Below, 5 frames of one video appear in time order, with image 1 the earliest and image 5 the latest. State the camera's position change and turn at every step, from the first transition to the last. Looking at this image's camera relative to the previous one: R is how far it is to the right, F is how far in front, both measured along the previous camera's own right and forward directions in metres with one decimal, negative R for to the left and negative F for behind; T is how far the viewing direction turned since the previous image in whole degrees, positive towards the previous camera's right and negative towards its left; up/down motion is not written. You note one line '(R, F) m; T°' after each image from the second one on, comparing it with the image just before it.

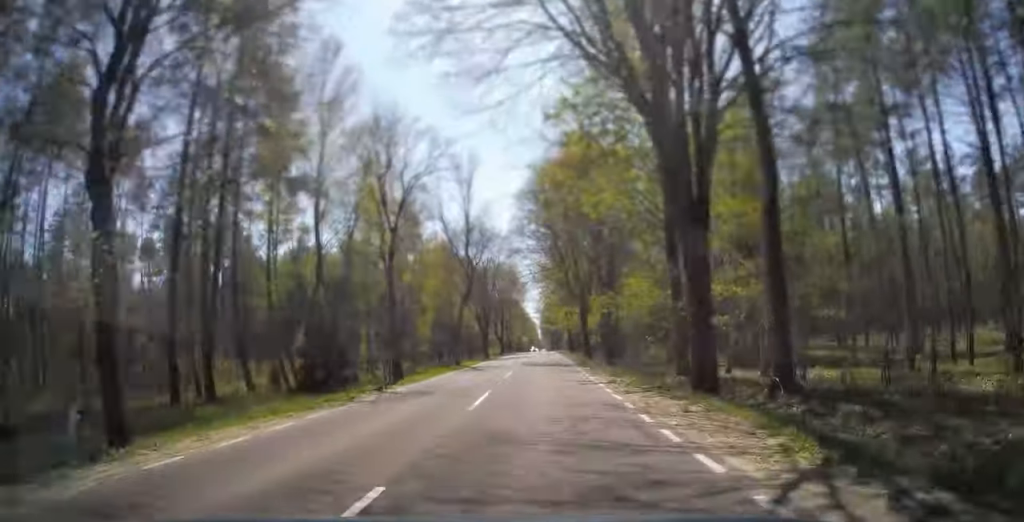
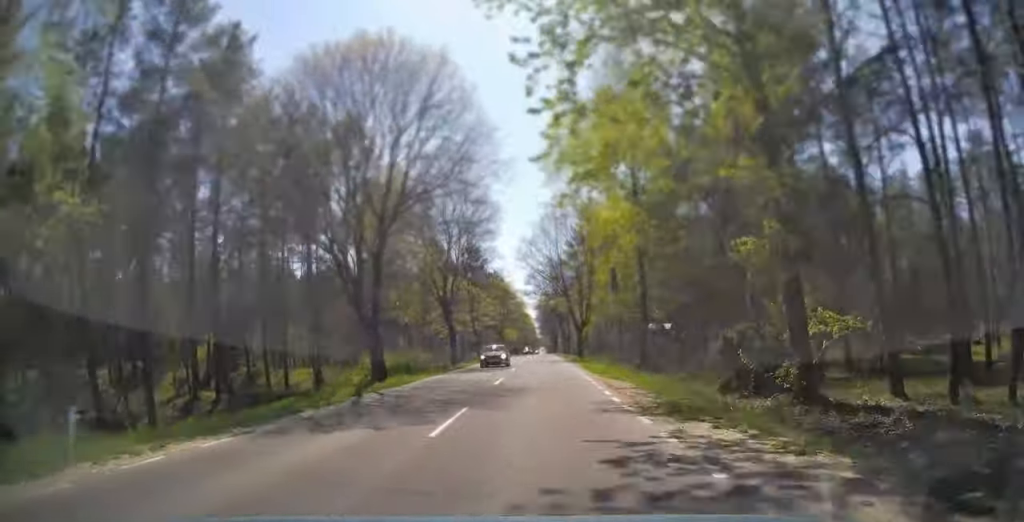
(0.0, +74.4) m; 0°
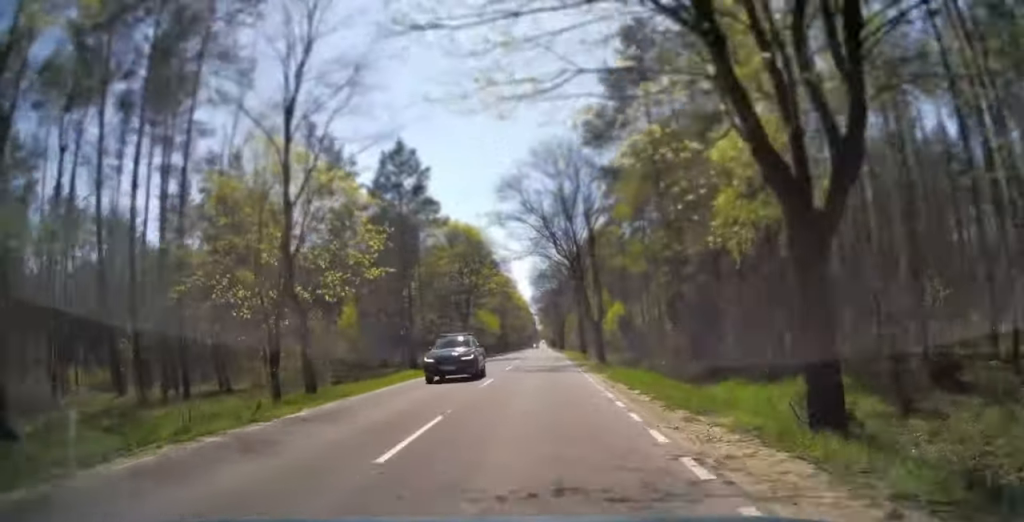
(+0.1, +48.9) m; -1°
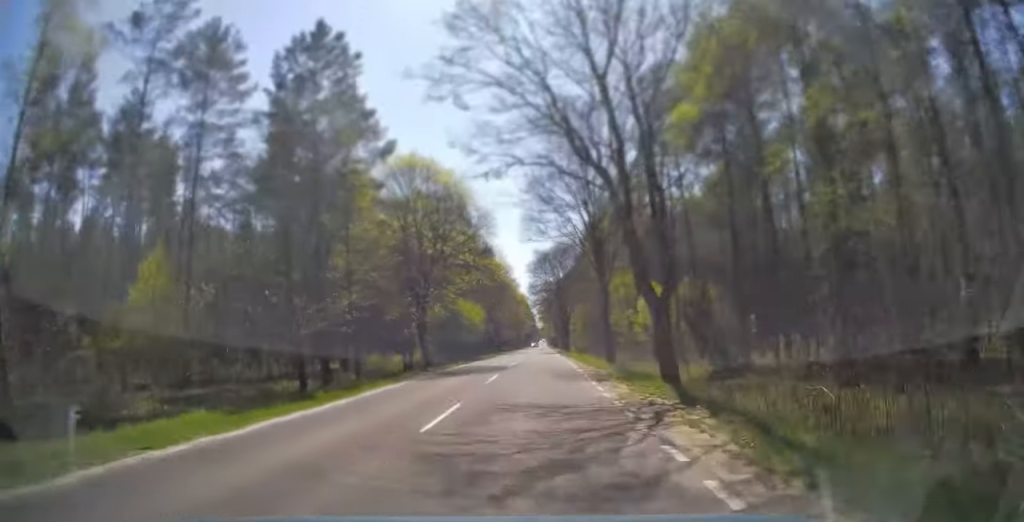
(-0.1, +20.5) m; 0°
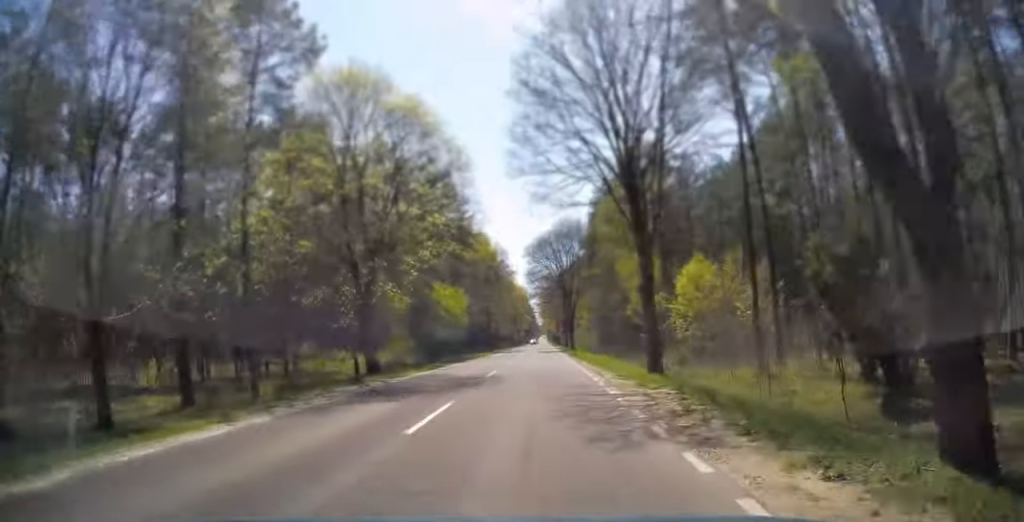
(0.0, +12.5) m; 0°
